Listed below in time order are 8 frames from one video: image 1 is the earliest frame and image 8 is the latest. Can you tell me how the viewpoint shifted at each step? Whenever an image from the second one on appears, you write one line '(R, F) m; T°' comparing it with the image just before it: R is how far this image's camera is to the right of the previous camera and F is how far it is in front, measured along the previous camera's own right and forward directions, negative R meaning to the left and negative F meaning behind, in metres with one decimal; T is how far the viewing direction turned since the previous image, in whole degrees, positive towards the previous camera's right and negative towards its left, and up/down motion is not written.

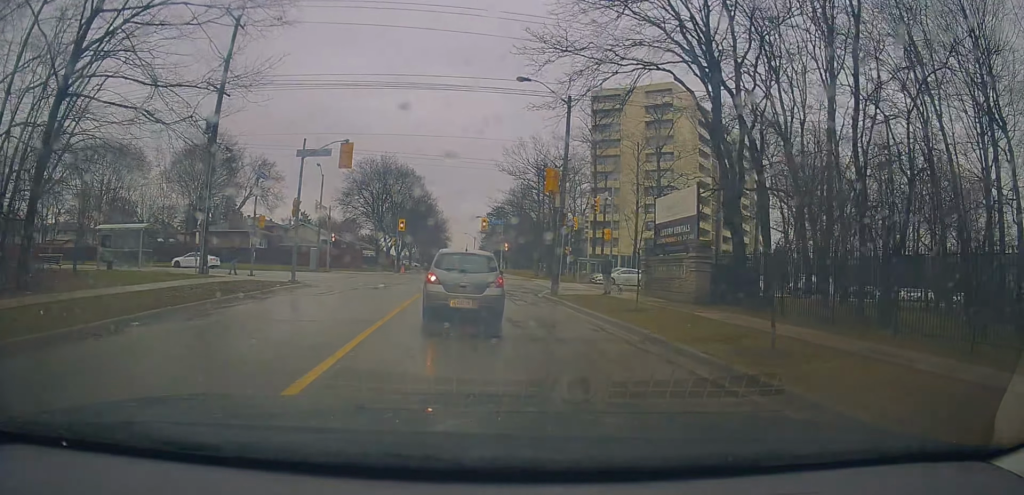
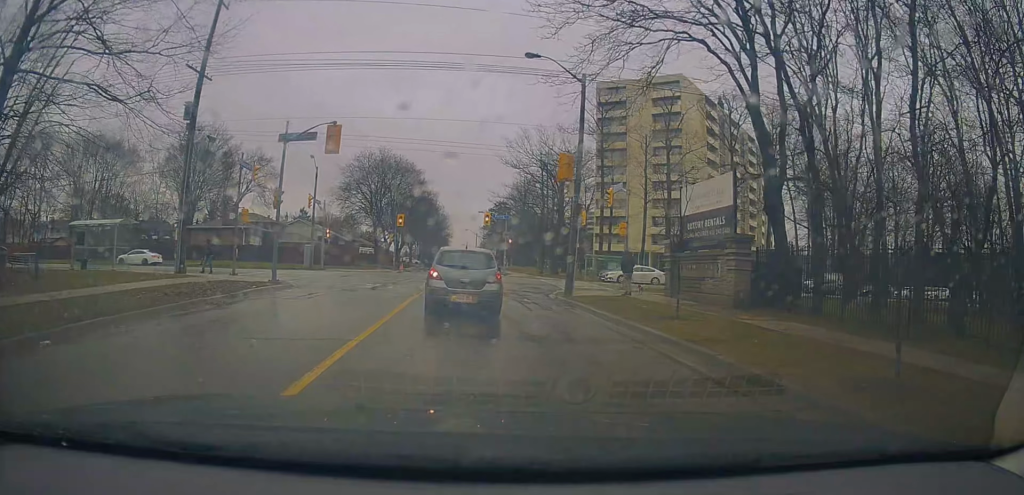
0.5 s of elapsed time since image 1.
(0.0, +3.4) m; 0°
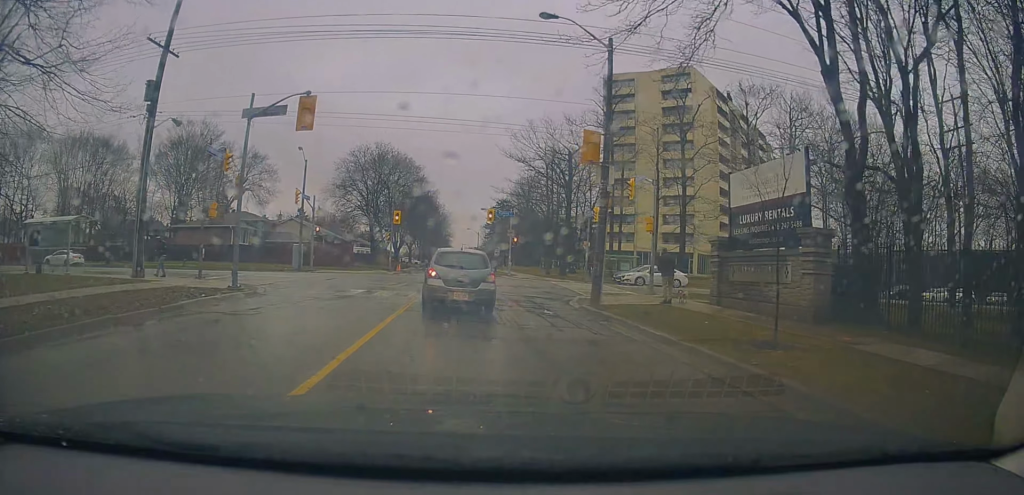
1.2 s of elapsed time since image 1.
(+0.1, +4.8) m; 0°
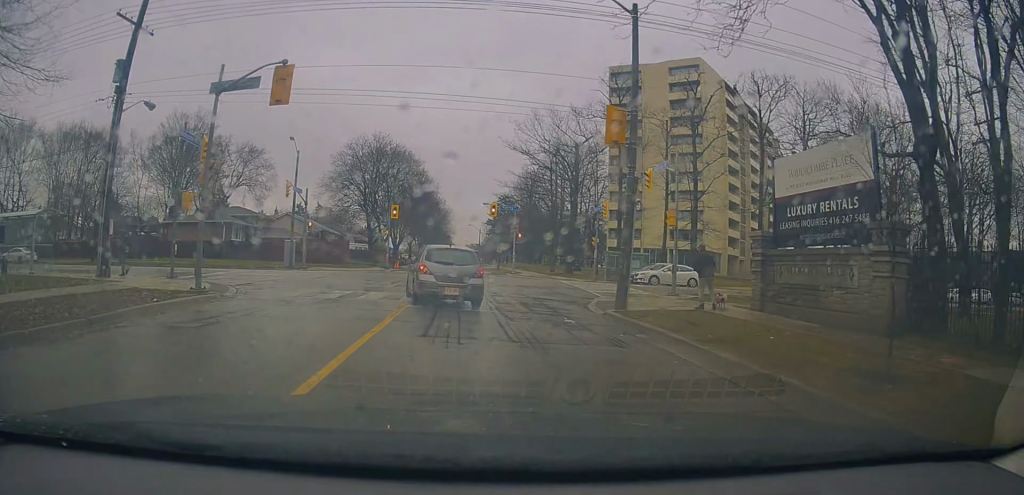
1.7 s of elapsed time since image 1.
(0.0, +2.8) m; -1°
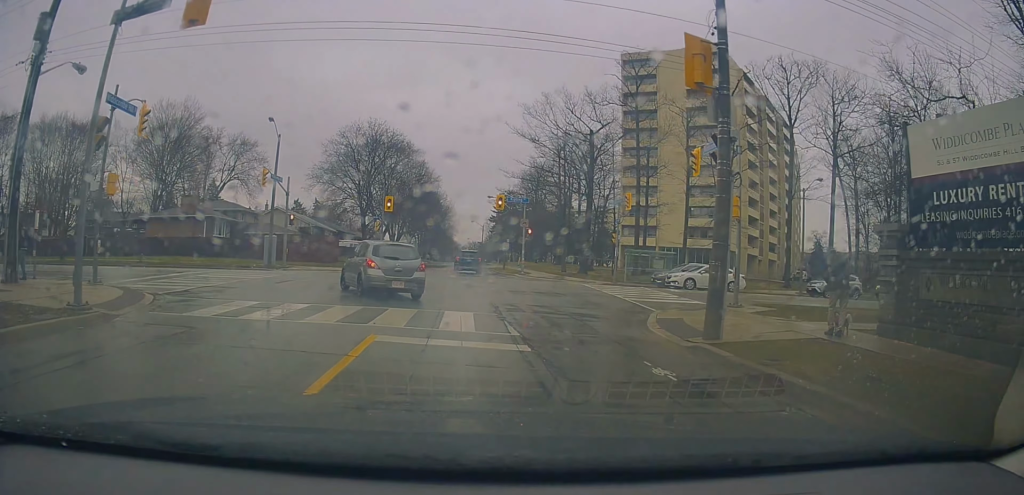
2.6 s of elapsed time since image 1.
(-0.1, +5.2) m; +3°
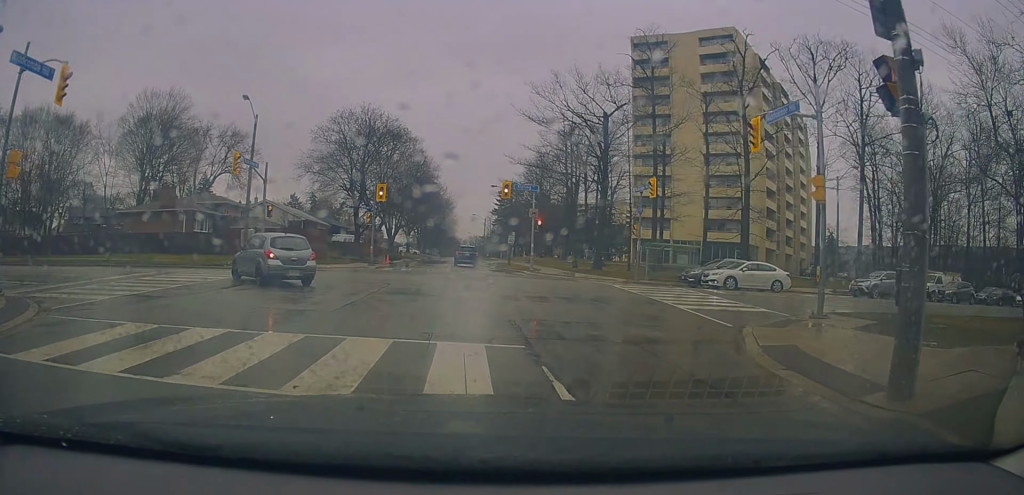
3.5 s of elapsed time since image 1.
(+0.1, +3.4) m; +5°
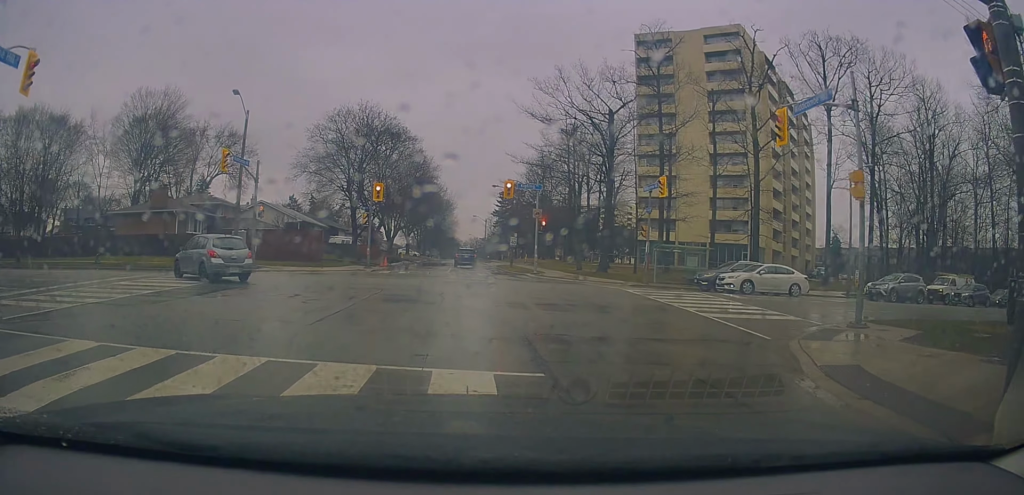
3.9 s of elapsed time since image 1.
(+0.4, +0.6) m; 0°
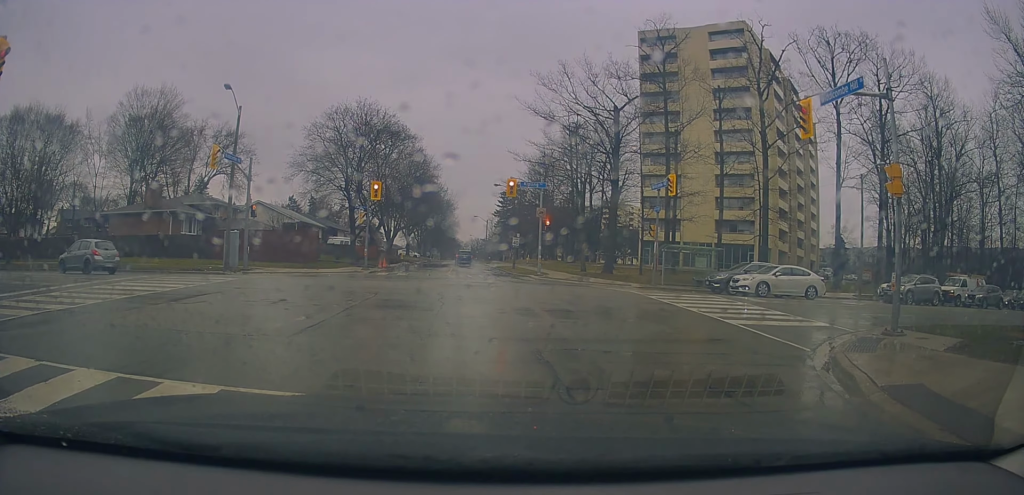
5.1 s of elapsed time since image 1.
(+0.3, +0.3) m; 0°
